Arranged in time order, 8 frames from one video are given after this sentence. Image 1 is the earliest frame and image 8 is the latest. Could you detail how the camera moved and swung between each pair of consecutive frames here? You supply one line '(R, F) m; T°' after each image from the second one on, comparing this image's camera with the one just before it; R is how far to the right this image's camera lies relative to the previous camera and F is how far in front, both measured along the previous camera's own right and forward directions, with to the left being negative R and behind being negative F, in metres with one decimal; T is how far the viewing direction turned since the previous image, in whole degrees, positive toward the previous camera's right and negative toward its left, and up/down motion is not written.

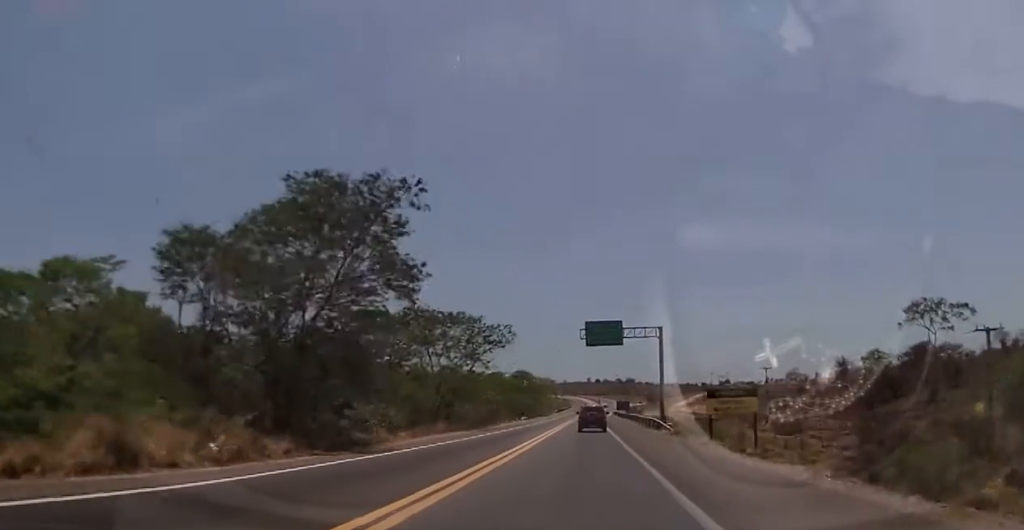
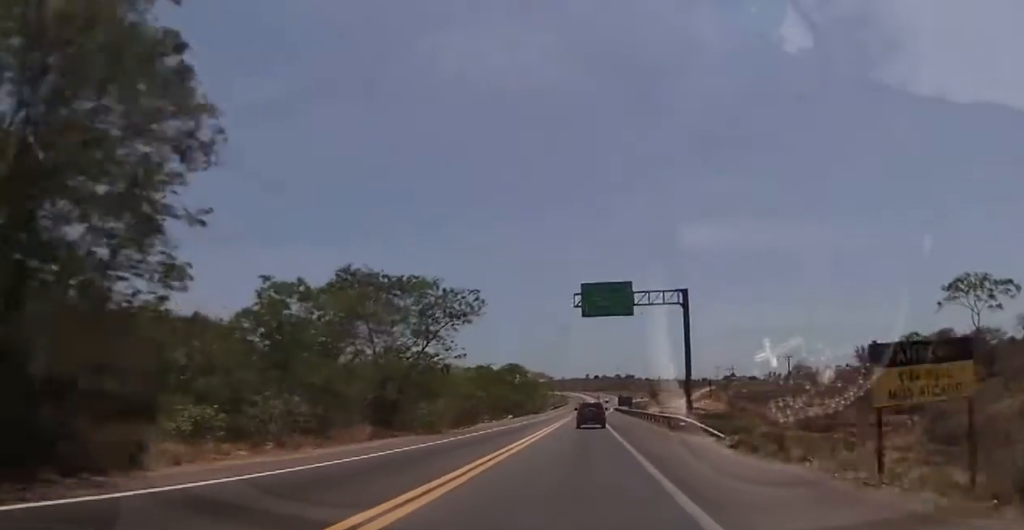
(+0.1, +16.0) m; 0°
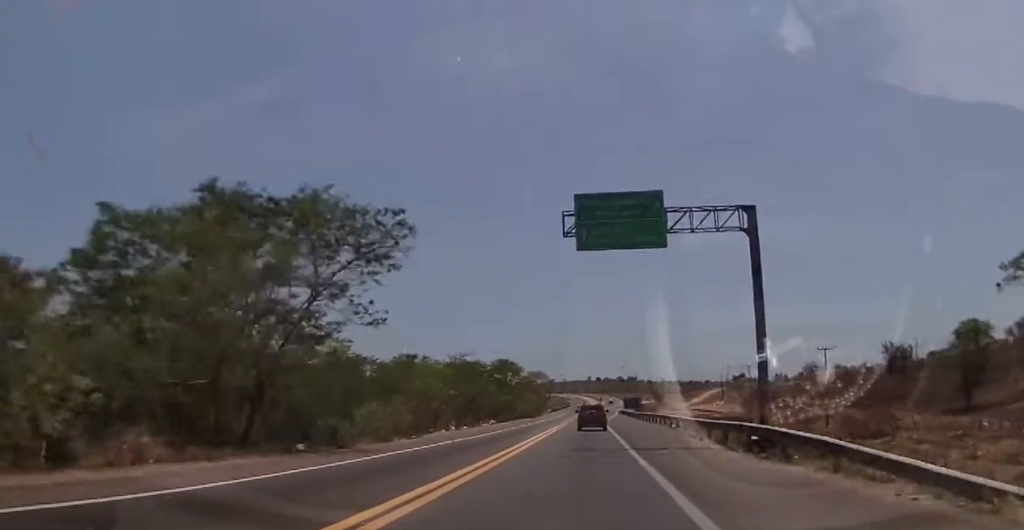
(+0.3, +17.6) m; 0°
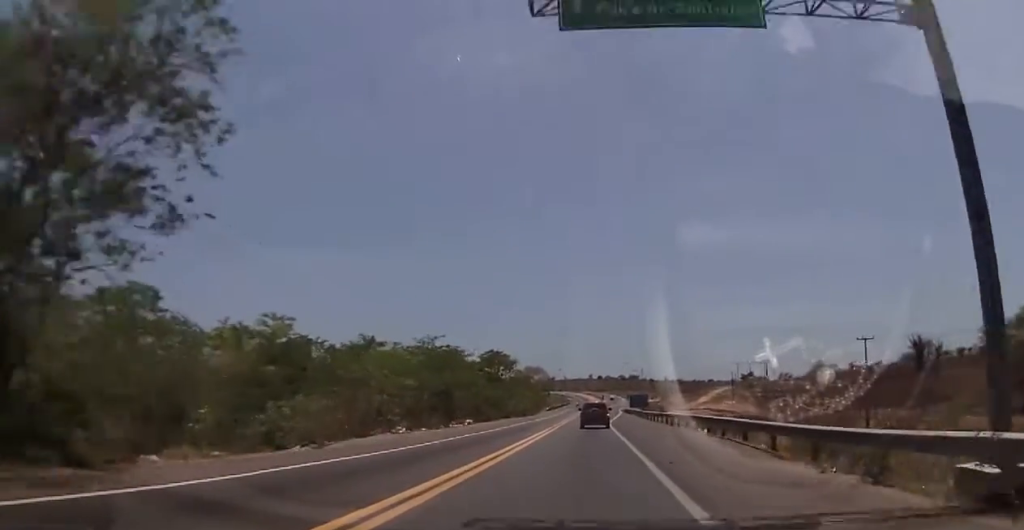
(-0.3, +14.4) m; -1°
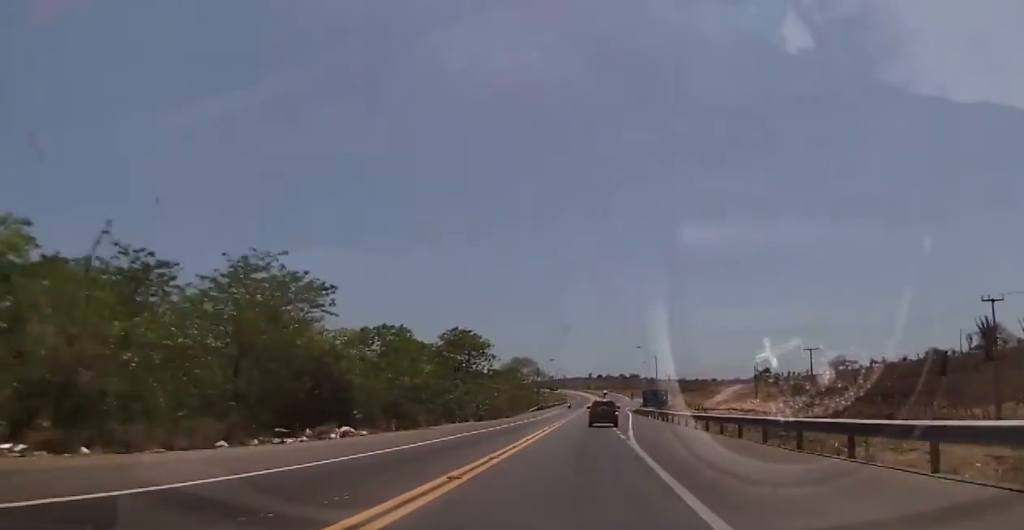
(-0.2, +29.5) m; 0°
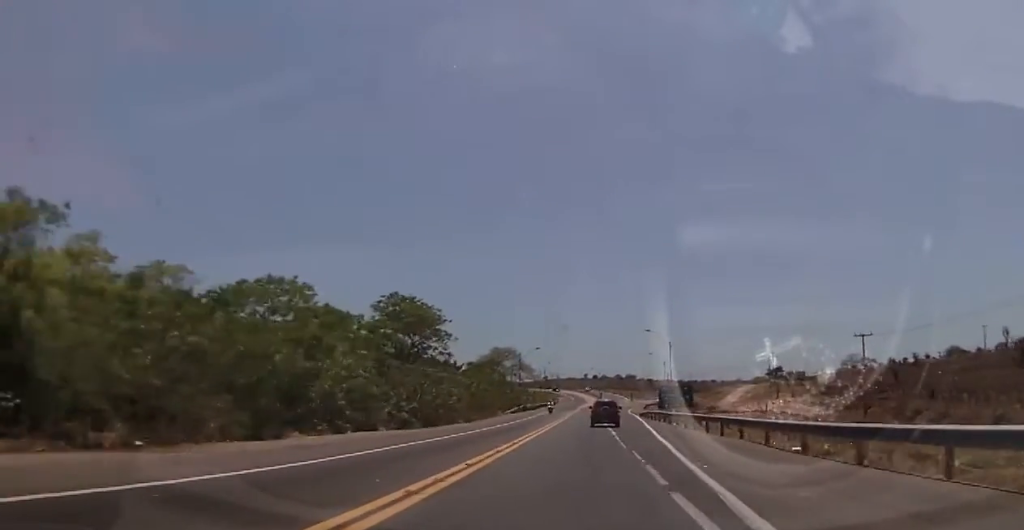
(0.0, +24.5) m; +1°
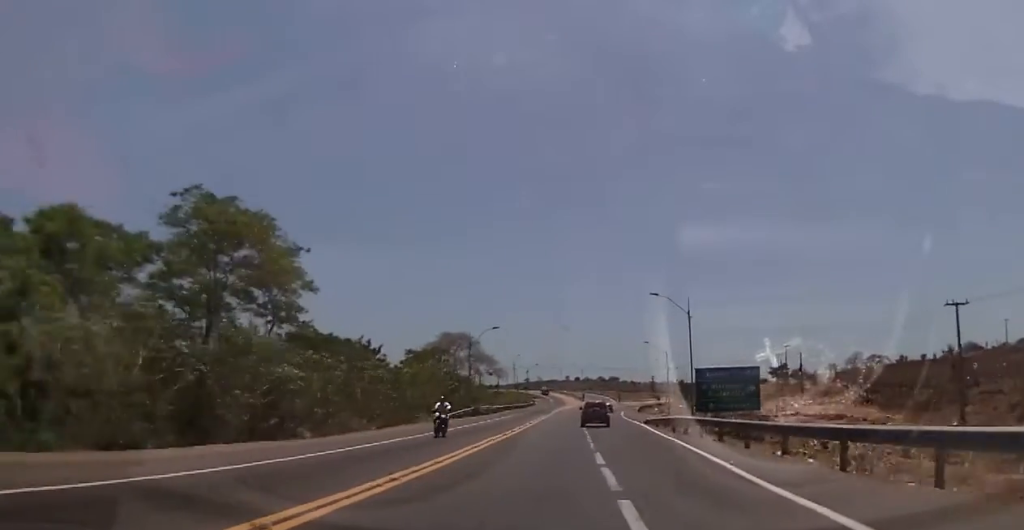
(+0.6, +29.1) m; +1°
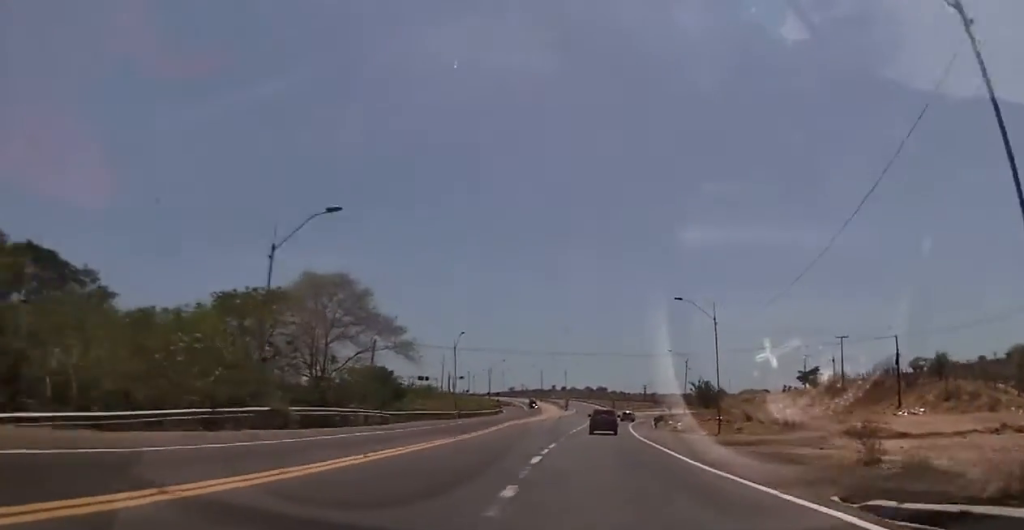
(0.0, +44.6) m; 0°
